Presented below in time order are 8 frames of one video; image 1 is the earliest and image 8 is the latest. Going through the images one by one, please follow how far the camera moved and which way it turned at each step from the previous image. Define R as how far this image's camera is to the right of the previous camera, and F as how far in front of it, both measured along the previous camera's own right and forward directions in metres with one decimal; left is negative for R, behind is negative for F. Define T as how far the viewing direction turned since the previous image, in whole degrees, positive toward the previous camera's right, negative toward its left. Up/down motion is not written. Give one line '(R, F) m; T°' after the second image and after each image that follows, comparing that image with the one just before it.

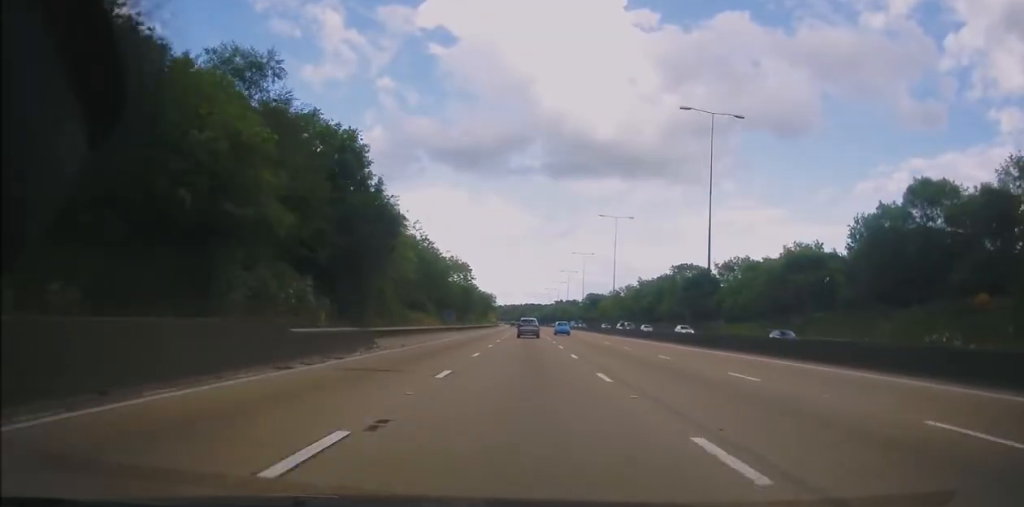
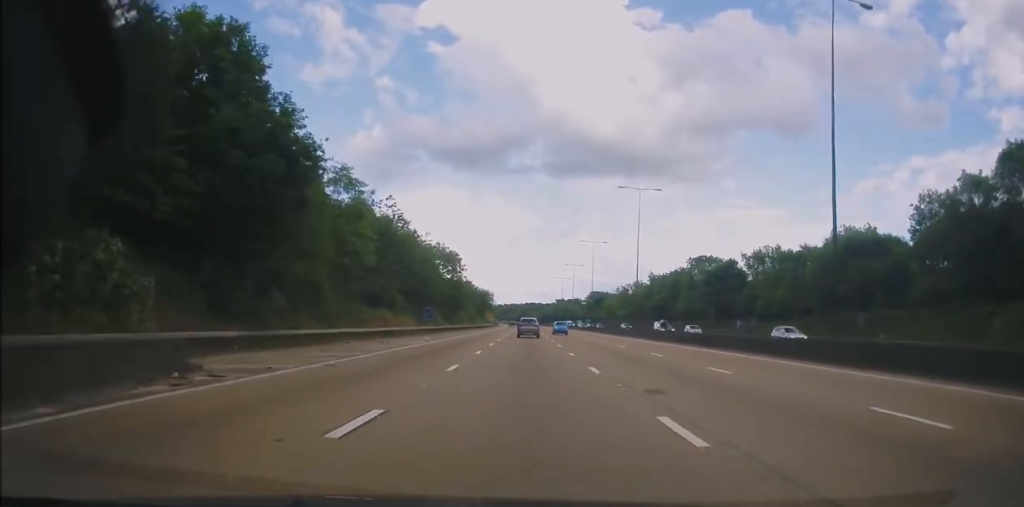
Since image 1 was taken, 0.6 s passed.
(-0.1, +16.2) m; 0°
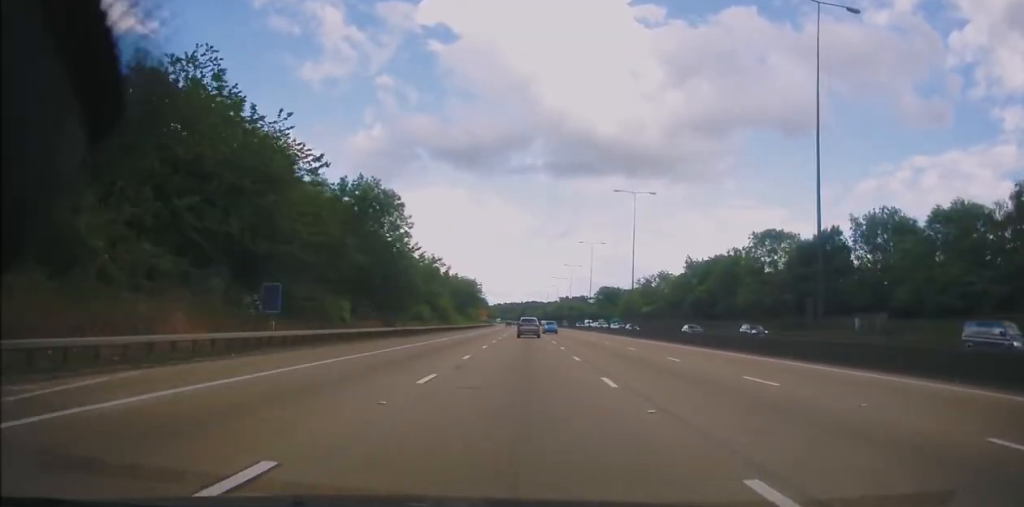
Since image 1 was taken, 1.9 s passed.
(+0.2, +39.0) m; 0°
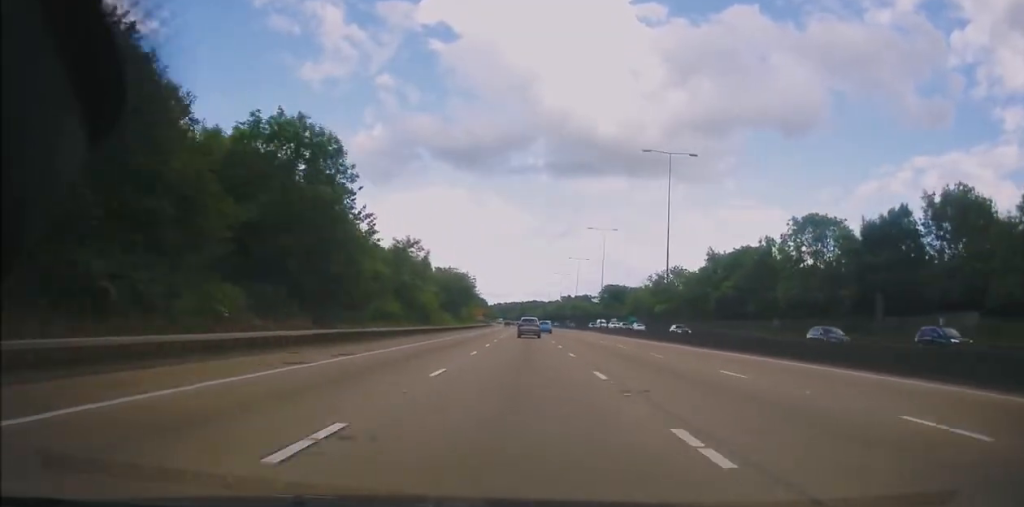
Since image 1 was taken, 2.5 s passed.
(-0.1, +15.2) m; 0°
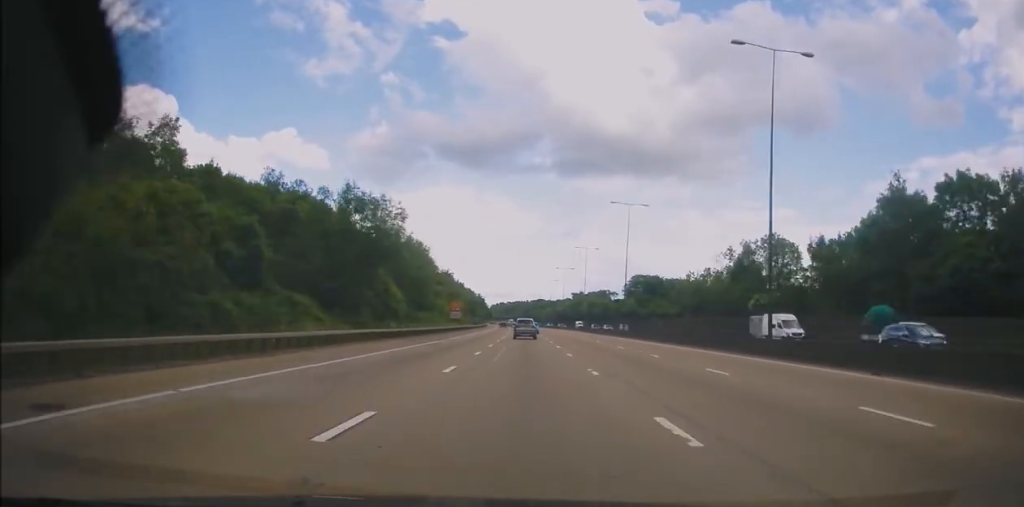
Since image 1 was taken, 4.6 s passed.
(-0.8, +60.5) m; -1°
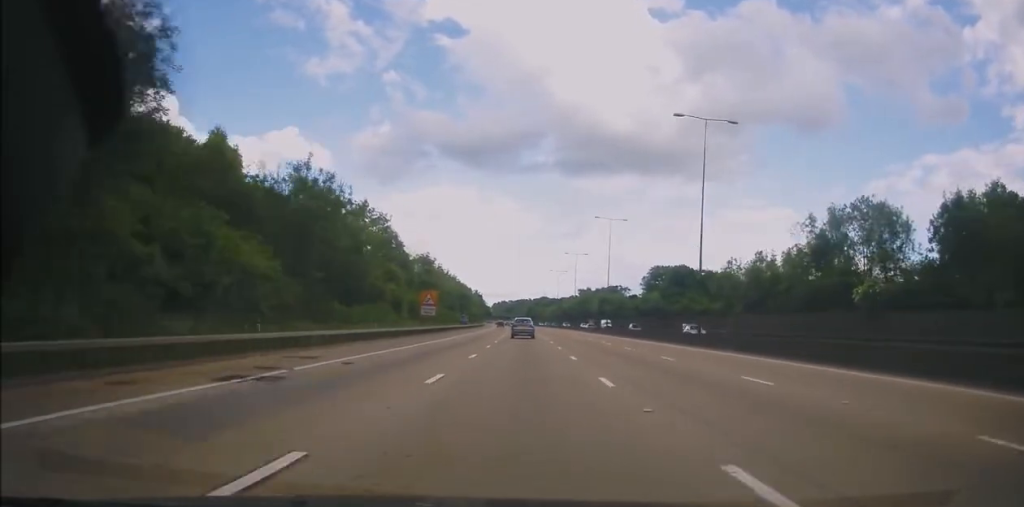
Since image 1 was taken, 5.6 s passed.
(+0.4, +29.0) m; 0°
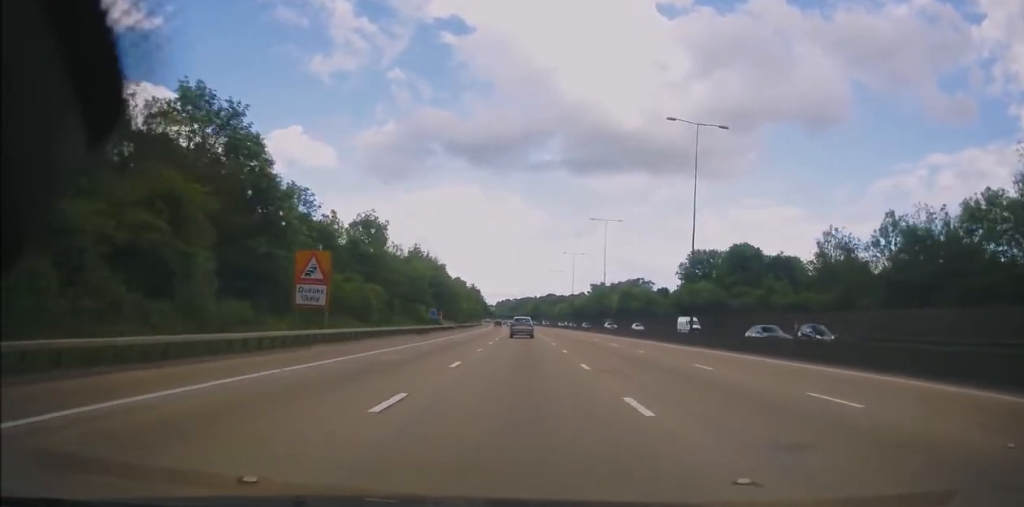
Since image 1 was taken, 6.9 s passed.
(-0.5, +39.0) m; 0°
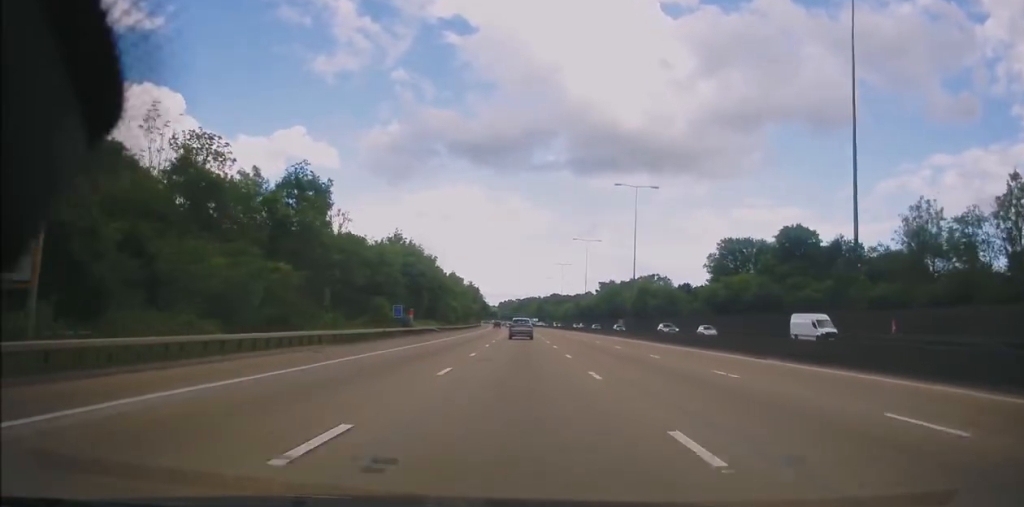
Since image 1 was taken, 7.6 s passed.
(+0.3, +20.7) m; 0°
